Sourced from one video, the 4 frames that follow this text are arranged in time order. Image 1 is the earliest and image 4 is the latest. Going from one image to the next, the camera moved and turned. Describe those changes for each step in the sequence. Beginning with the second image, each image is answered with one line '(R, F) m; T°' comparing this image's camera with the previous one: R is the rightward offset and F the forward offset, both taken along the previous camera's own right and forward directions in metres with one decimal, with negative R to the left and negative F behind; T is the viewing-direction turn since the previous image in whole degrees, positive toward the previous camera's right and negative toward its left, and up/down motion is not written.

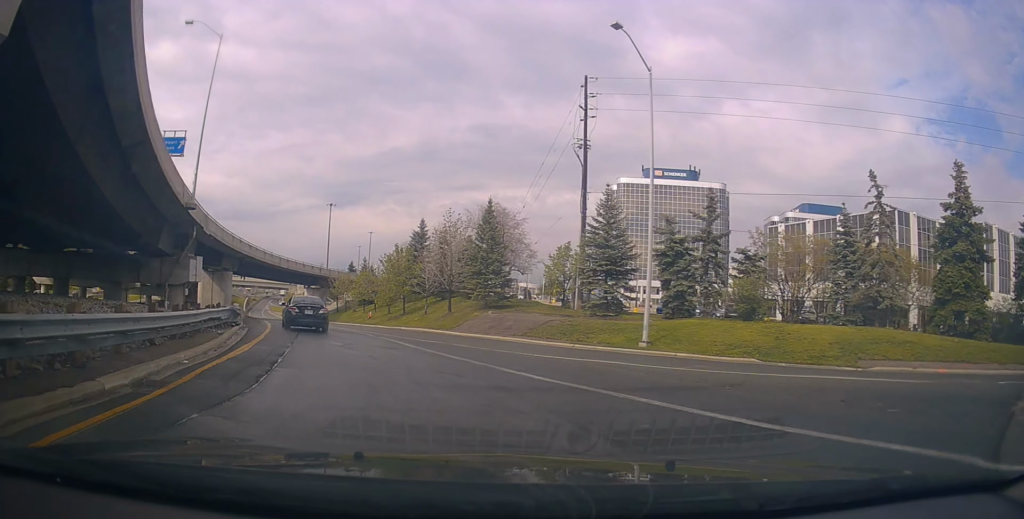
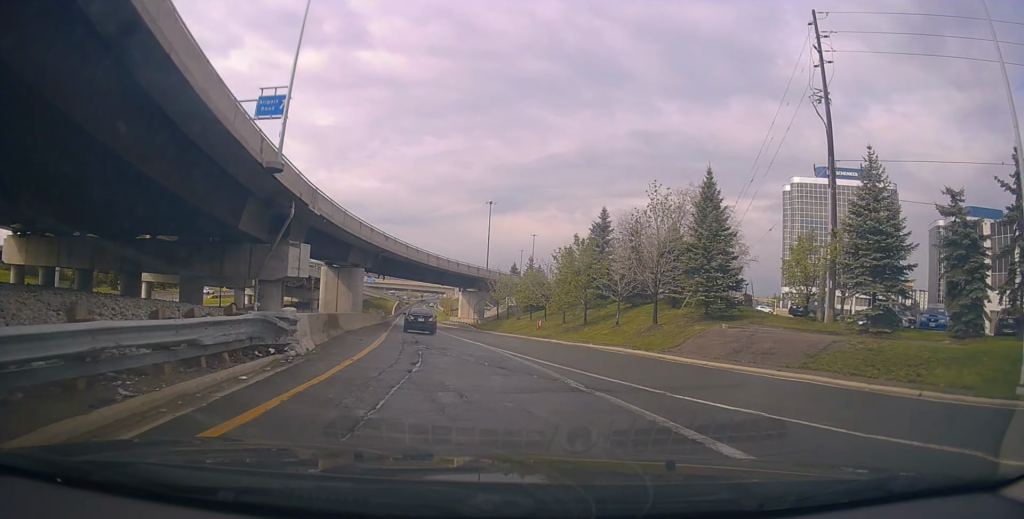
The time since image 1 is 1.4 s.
(-2.0, +13.6) m; -15°
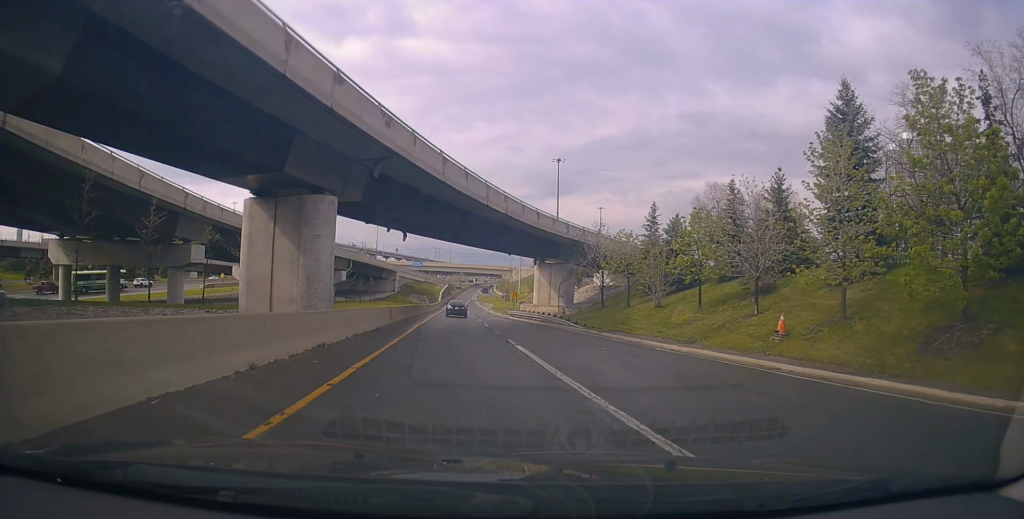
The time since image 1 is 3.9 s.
(-4.2, +32.7) m; -10°
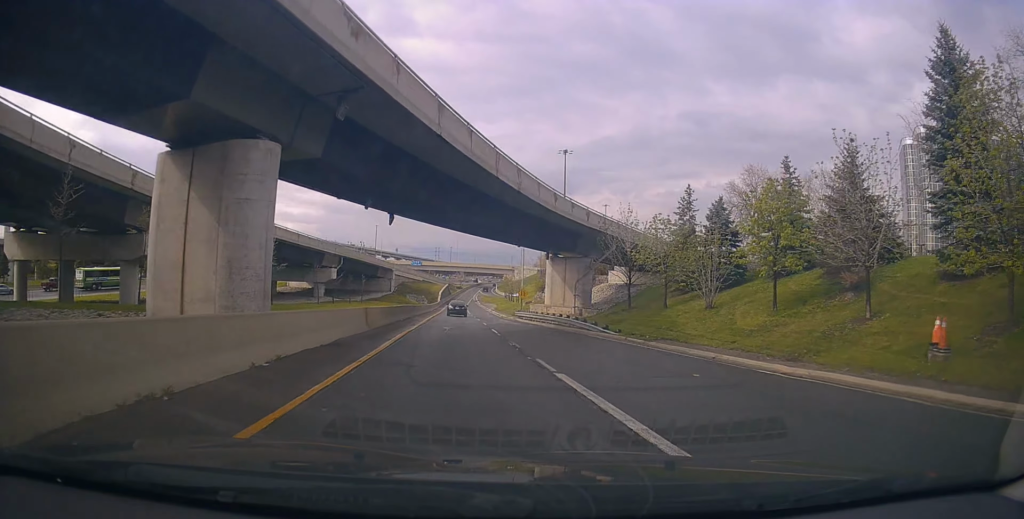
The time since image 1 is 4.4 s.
(0.0, +8.3) m; +1°
